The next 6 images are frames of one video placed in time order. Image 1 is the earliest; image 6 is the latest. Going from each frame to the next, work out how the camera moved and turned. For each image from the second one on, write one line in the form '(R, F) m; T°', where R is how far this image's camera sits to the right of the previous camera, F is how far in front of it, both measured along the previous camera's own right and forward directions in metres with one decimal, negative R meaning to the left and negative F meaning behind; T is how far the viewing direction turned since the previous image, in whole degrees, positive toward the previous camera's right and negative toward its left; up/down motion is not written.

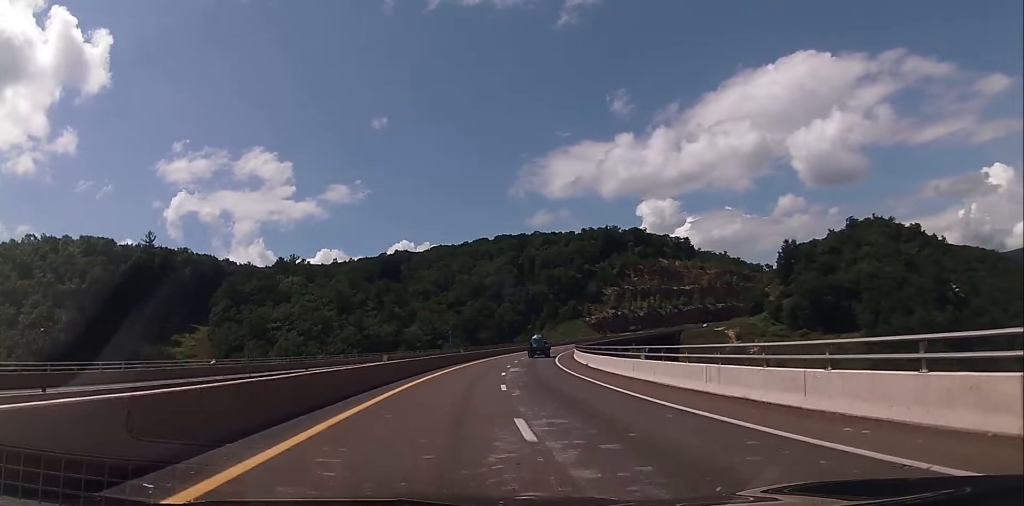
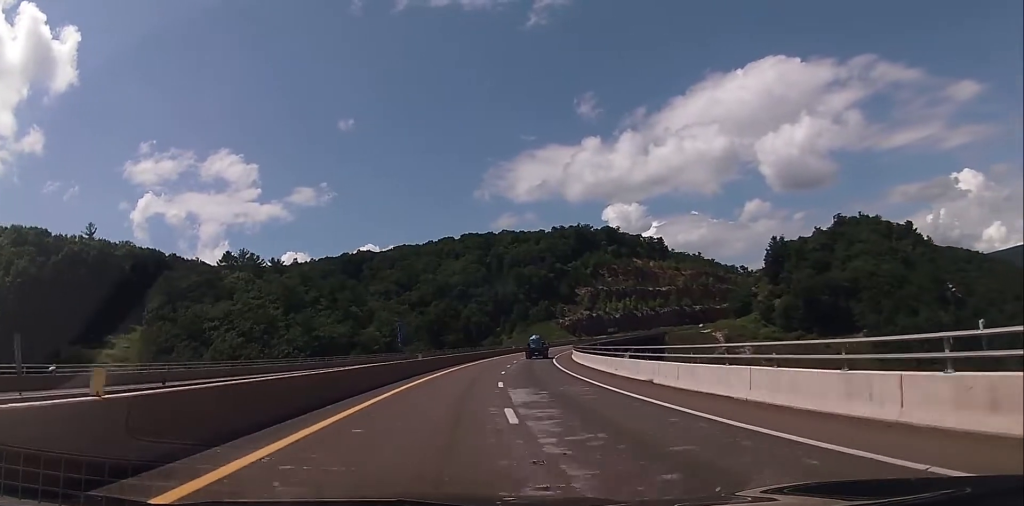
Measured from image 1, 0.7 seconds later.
(+0.6, +22.1) m; +3°
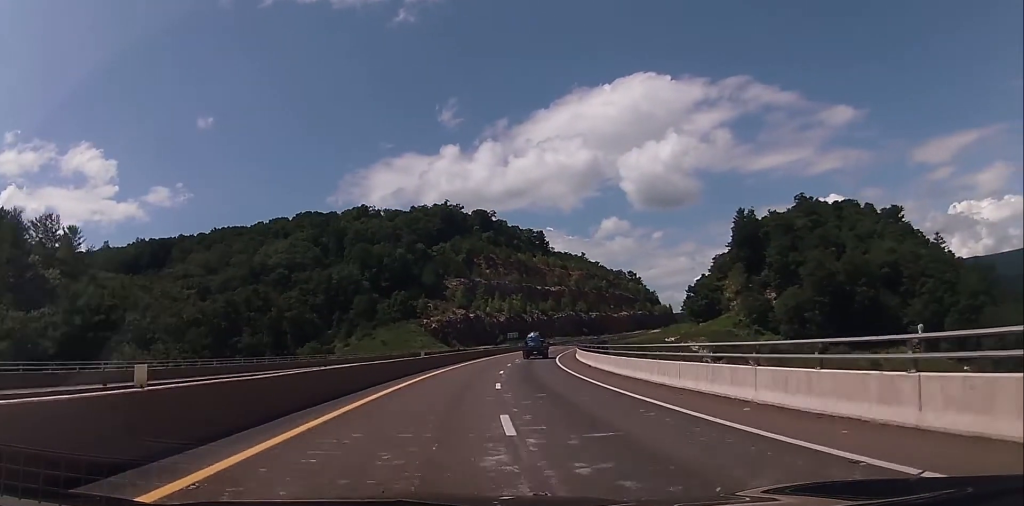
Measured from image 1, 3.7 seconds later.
(+11.6, +98.8) m; +14°
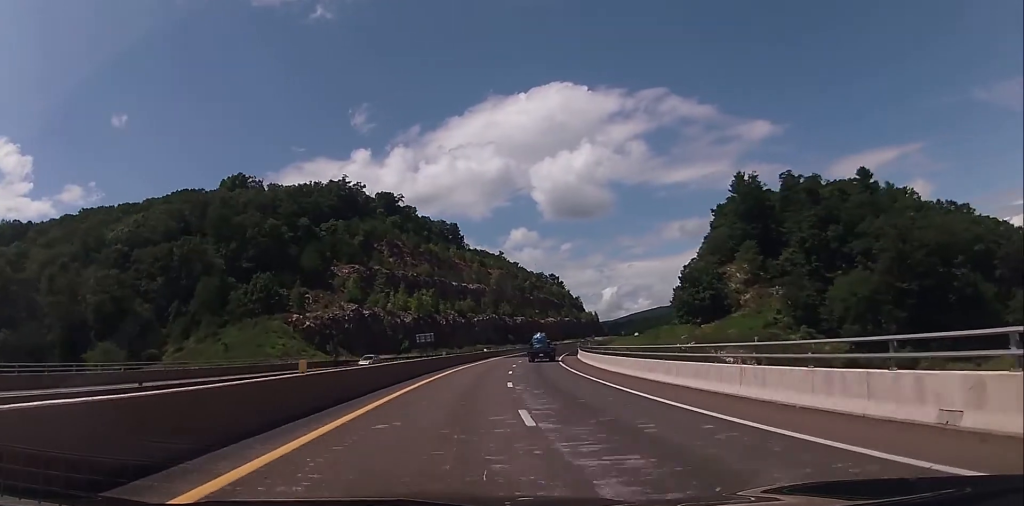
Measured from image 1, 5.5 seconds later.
(+4.1, +59.7) m; +8°
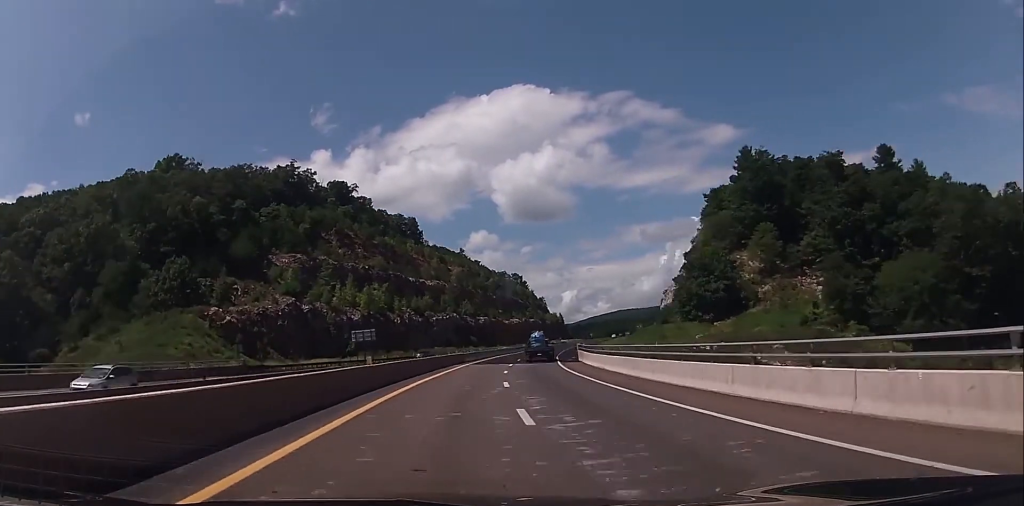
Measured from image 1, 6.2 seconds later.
(+0.7, +24.3) m; +3°
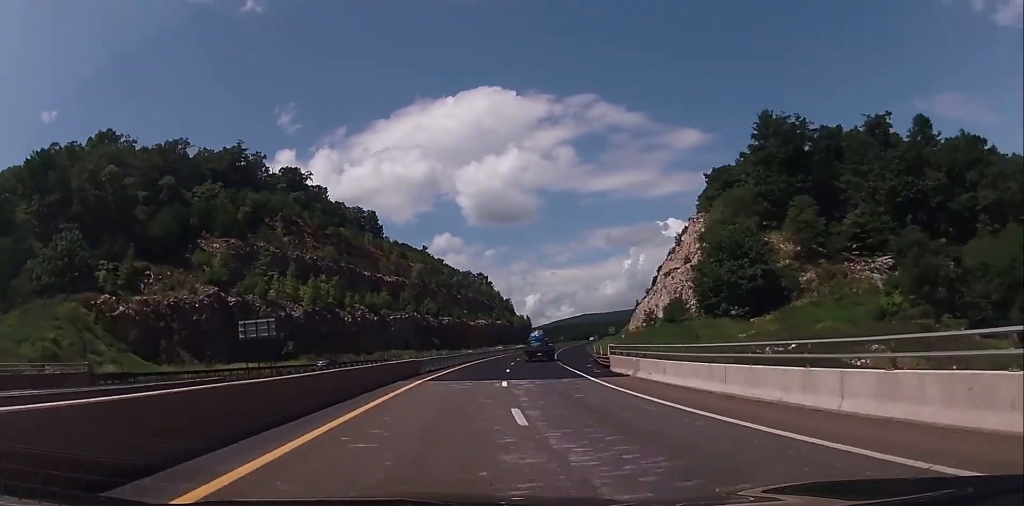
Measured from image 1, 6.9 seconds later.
(+0.7, +24.4) m; +4°
